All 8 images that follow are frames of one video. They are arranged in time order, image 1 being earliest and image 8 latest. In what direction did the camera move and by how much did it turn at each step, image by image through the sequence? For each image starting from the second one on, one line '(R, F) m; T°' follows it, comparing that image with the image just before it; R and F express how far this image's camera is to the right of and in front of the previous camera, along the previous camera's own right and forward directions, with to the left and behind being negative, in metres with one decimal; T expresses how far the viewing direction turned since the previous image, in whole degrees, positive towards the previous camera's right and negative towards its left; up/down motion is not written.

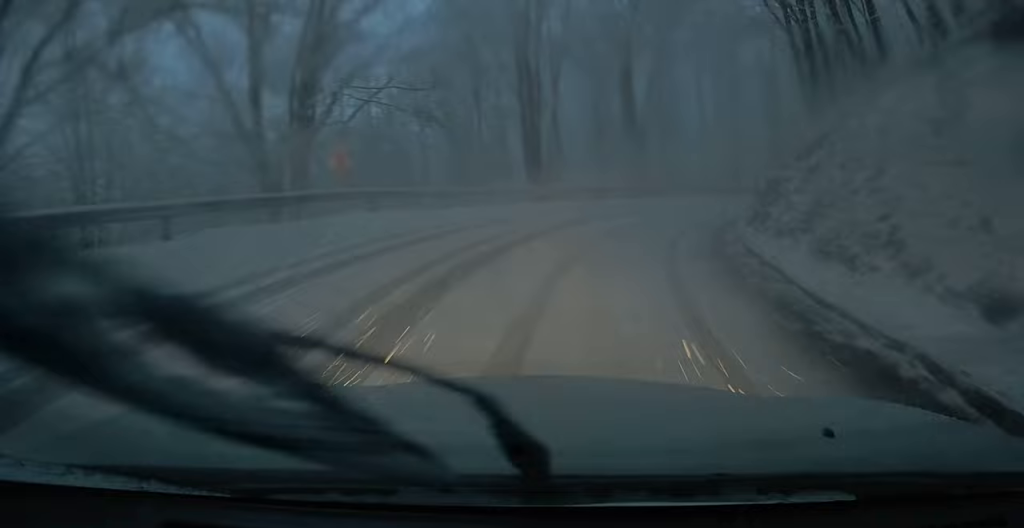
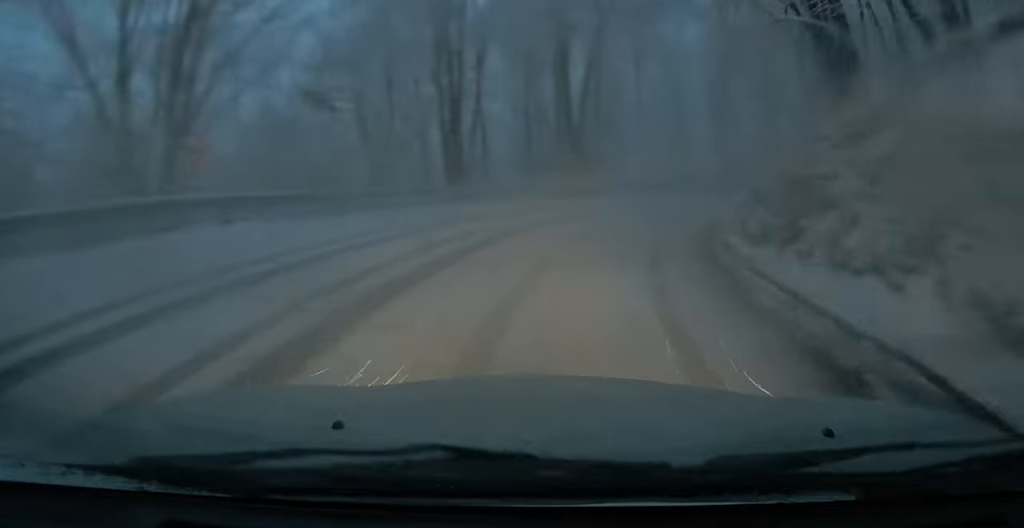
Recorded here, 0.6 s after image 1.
(+0.4, +4.6) m; +6°
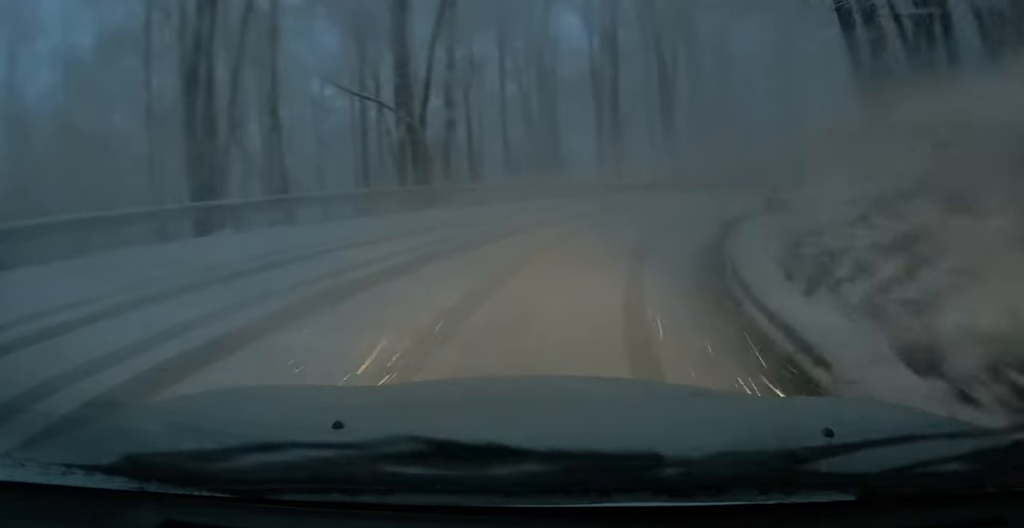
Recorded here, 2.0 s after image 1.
(+0.9, +9.3) m; +13°
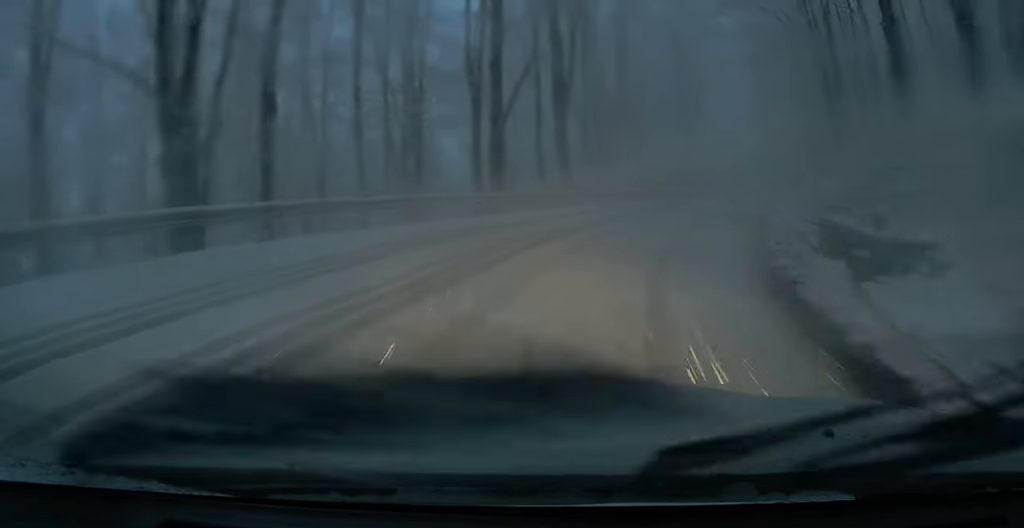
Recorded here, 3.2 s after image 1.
(+1.1, +8.6) m; +11°
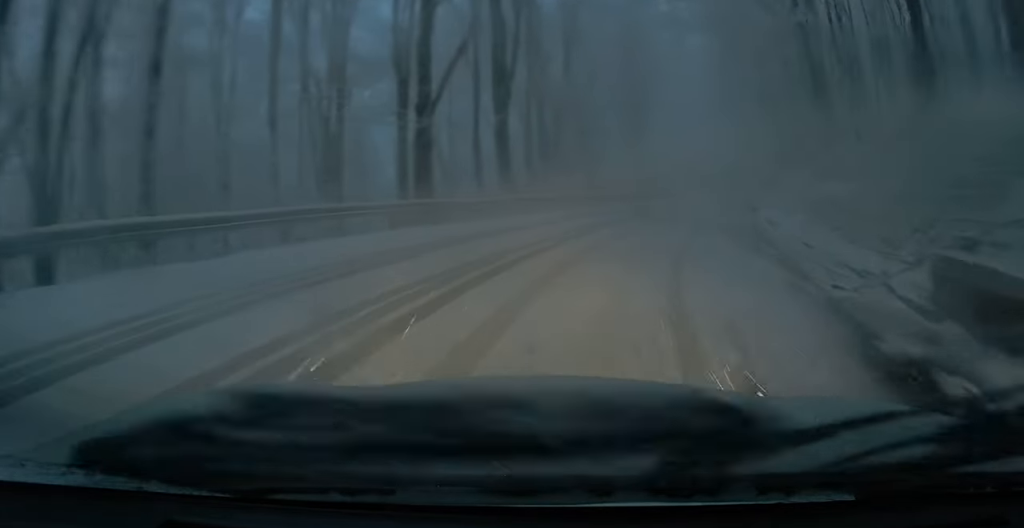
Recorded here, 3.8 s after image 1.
(+0.2, +4.3) m; +3°
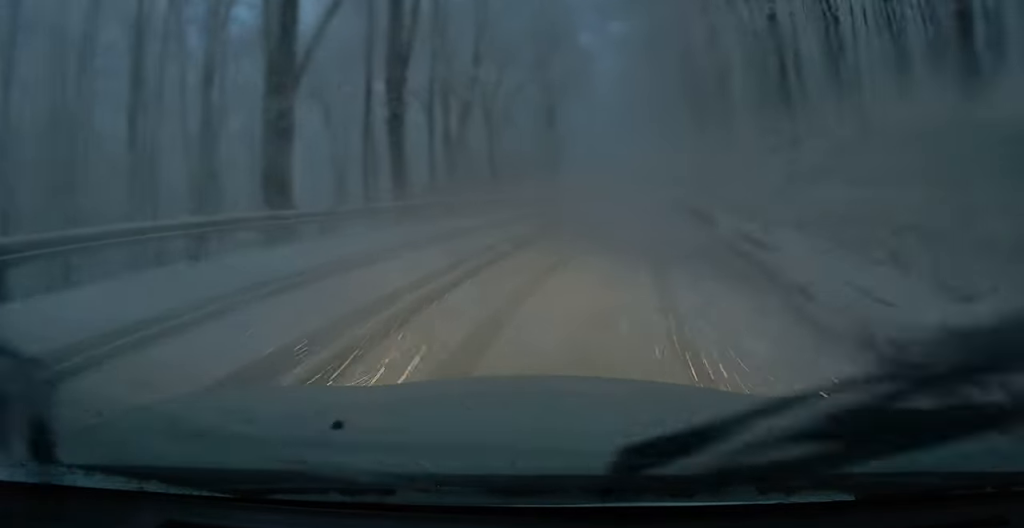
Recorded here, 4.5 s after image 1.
(+0.1, +4.8) m; +2°
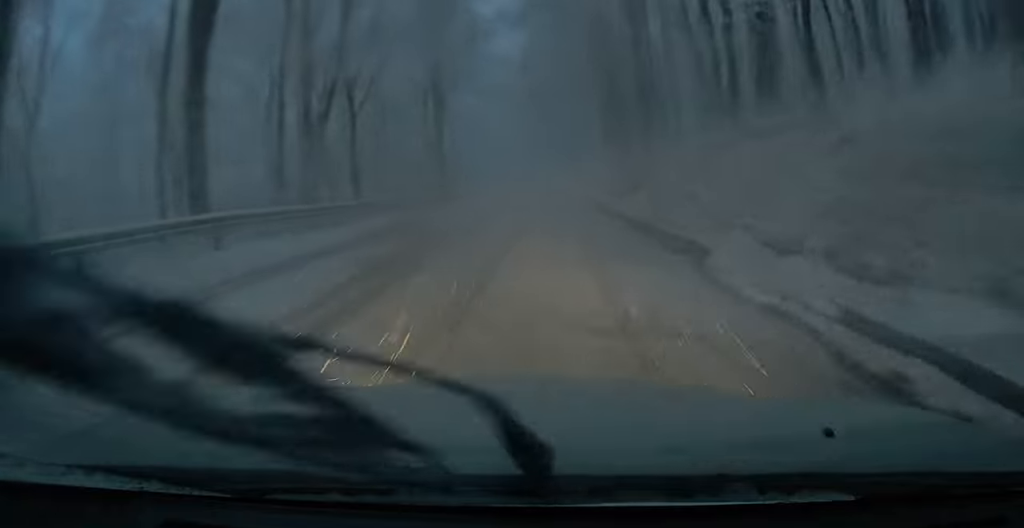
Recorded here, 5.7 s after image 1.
(+0.3, +7.9) m; +6°
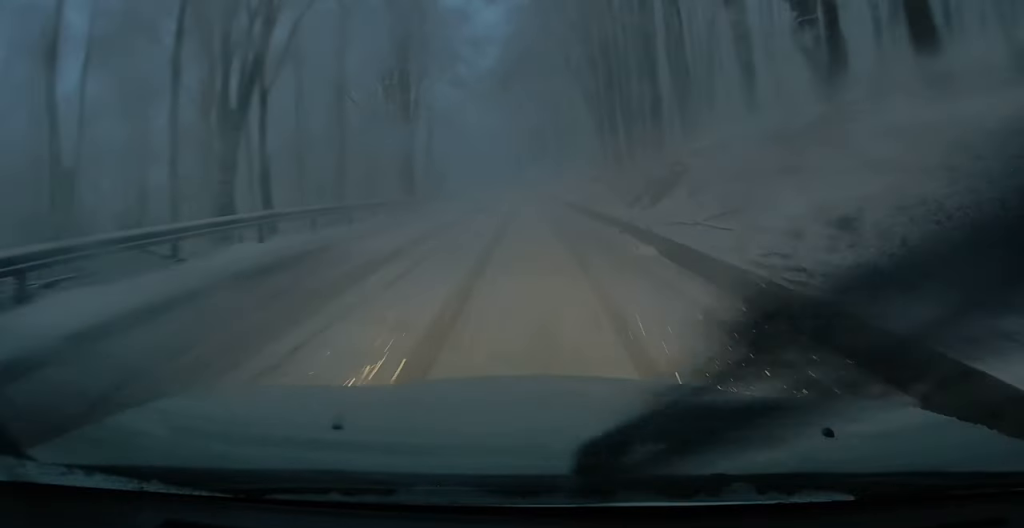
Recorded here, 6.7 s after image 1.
(+0.5, +7.8) m; +4°
